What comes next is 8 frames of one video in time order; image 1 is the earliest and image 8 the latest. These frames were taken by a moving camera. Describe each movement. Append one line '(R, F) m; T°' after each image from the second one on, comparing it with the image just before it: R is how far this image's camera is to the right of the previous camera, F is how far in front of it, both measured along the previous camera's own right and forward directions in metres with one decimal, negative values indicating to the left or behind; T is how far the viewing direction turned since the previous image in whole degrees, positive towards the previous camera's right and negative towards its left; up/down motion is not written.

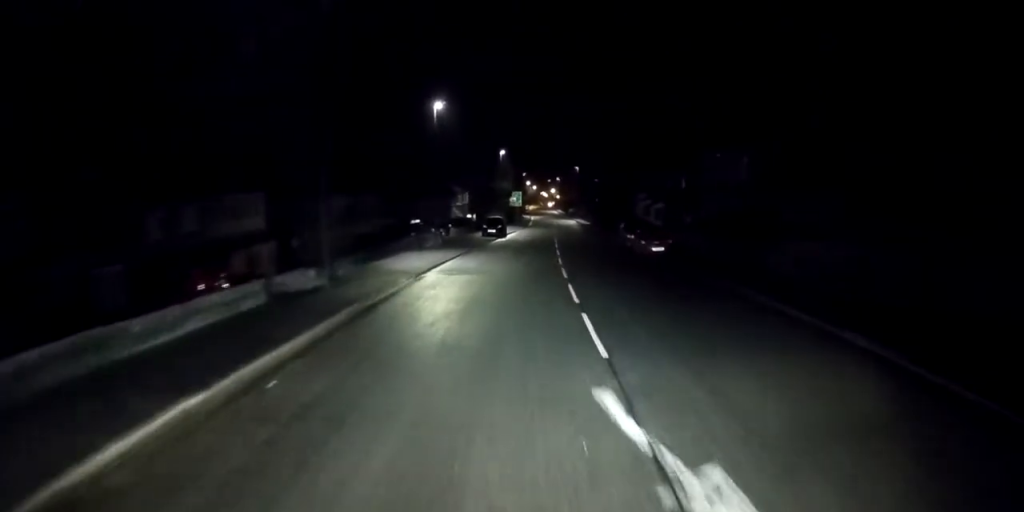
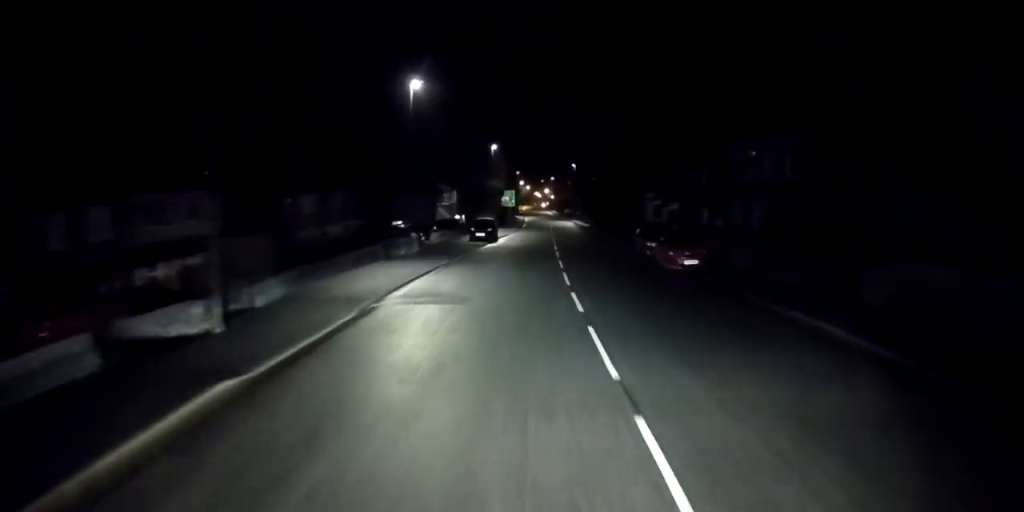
(+0.1, +7.0) m; +1°
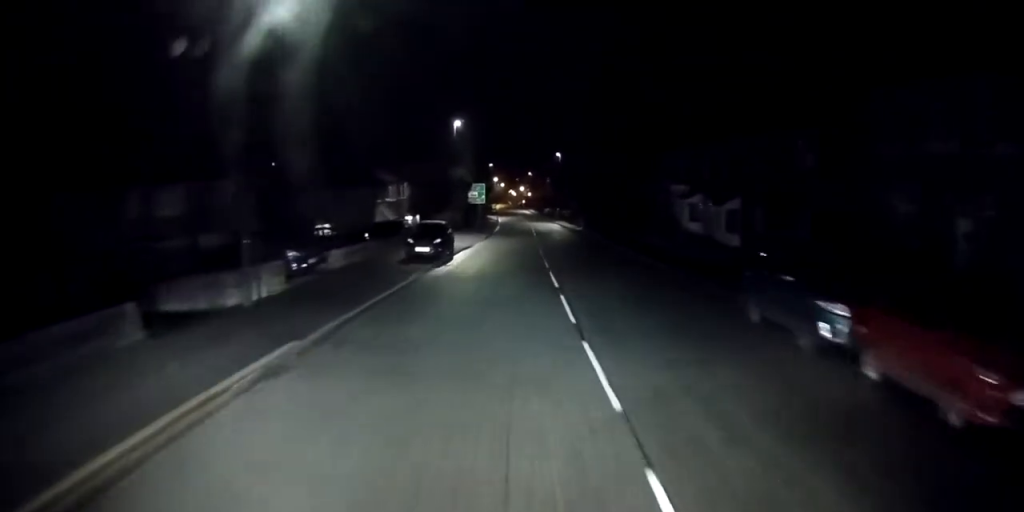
(0.0, +18.2) m; 0°
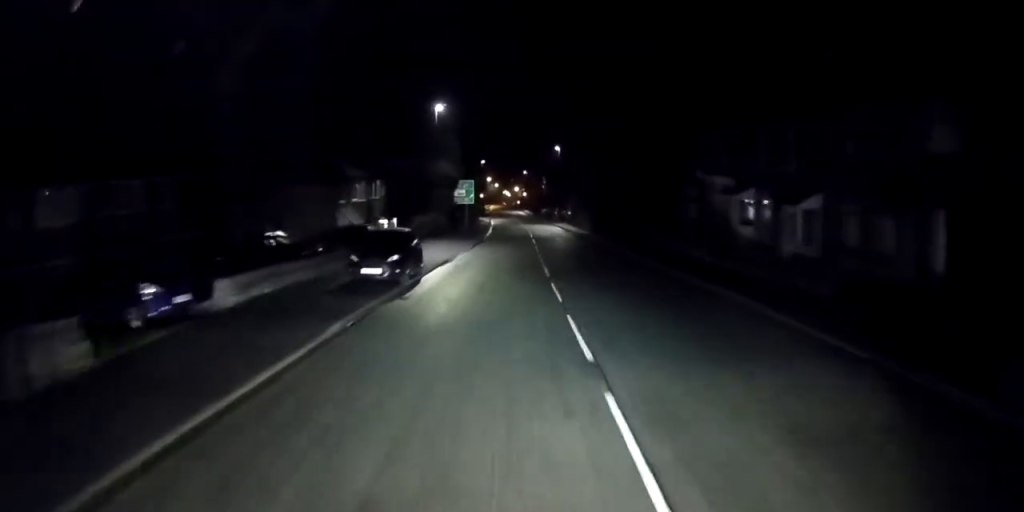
(0.0, +9.0) m; 0°
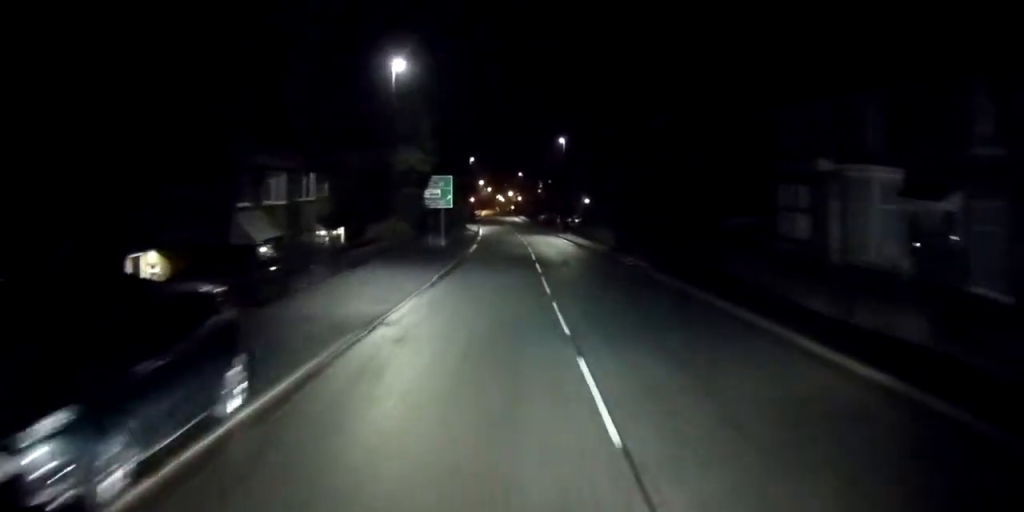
(+0.1, +14.1) m; 0°
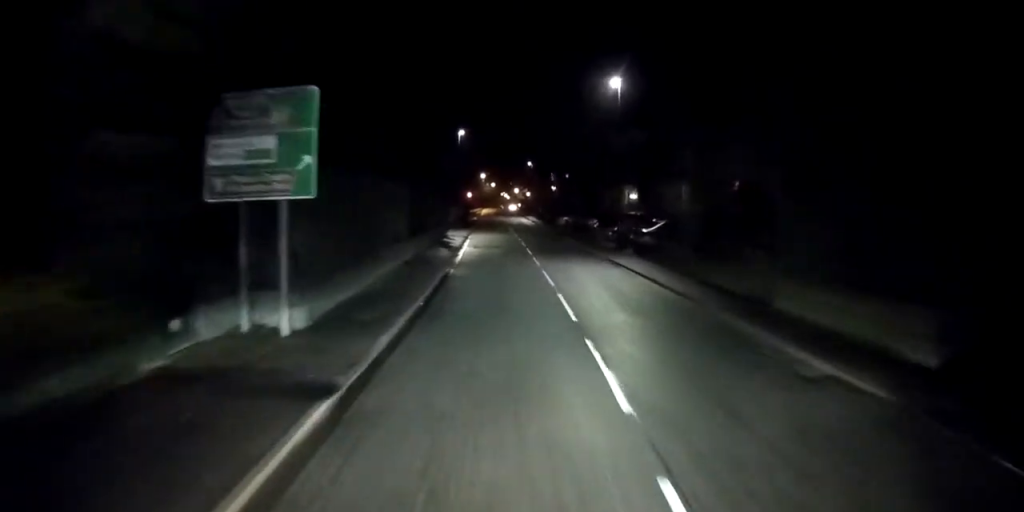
(-0.1, +26.0) m; 0°
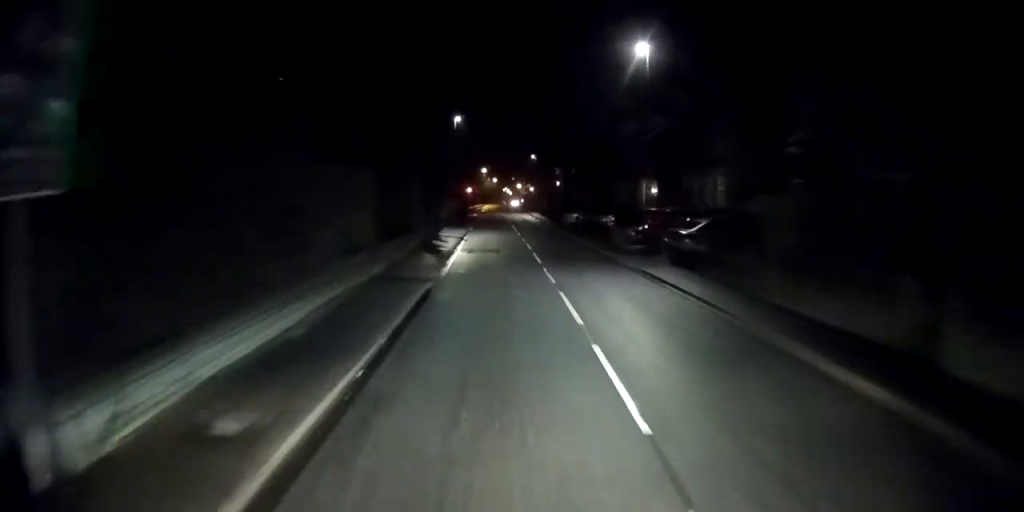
(0.0, +6.1) m; 0°
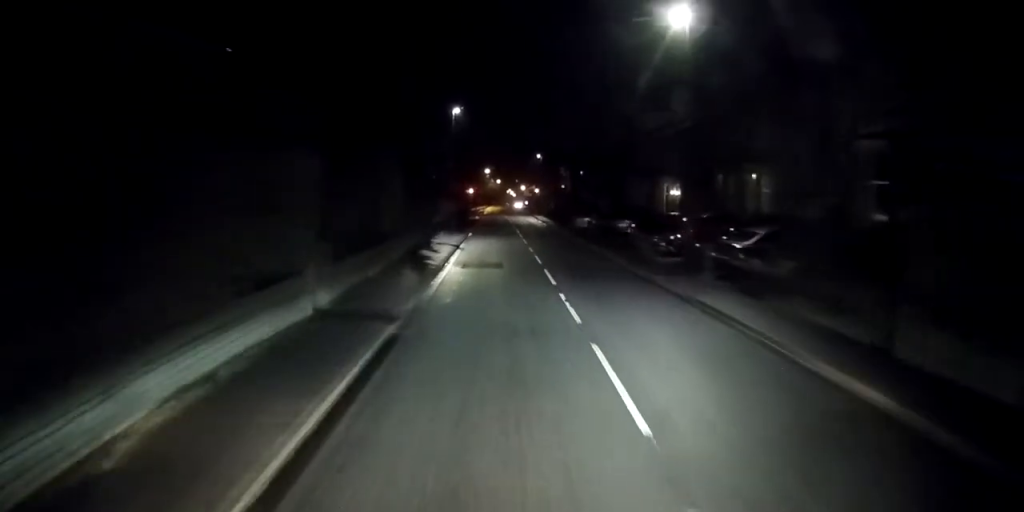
(0.0, +5.2) m; 0°
